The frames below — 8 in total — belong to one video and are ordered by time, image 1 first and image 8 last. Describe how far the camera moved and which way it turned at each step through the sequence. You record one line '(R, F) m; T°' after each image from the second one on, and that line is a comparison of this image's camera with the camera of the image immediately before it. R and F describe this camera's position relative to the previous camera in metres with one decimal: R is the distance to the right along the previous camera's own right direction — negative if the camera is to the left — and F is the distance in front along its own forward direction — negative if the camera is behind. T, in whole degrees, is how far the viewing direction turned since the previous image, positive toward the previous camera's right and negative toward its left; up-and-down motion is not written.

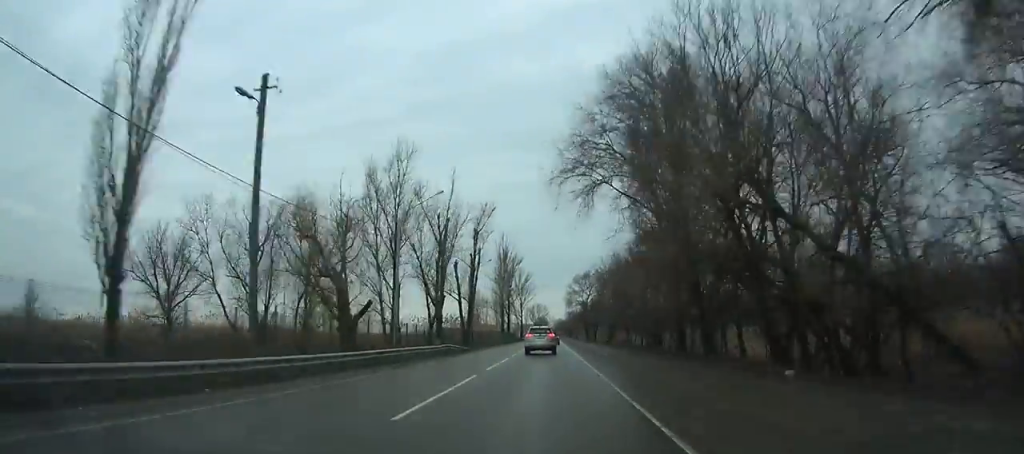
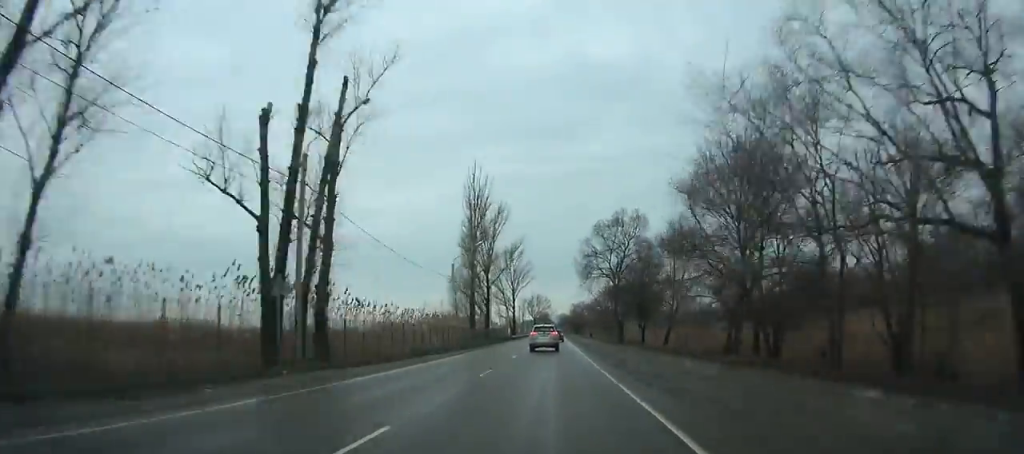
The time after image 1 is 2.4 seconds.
(+0.4, +51.0) m; 0°
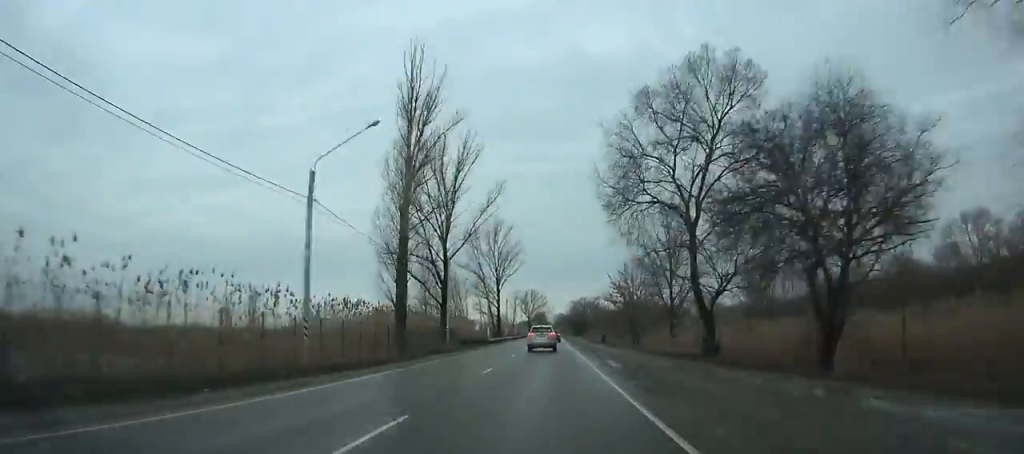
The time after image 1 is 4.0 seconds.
(-0.1, +34.9) m; 0°
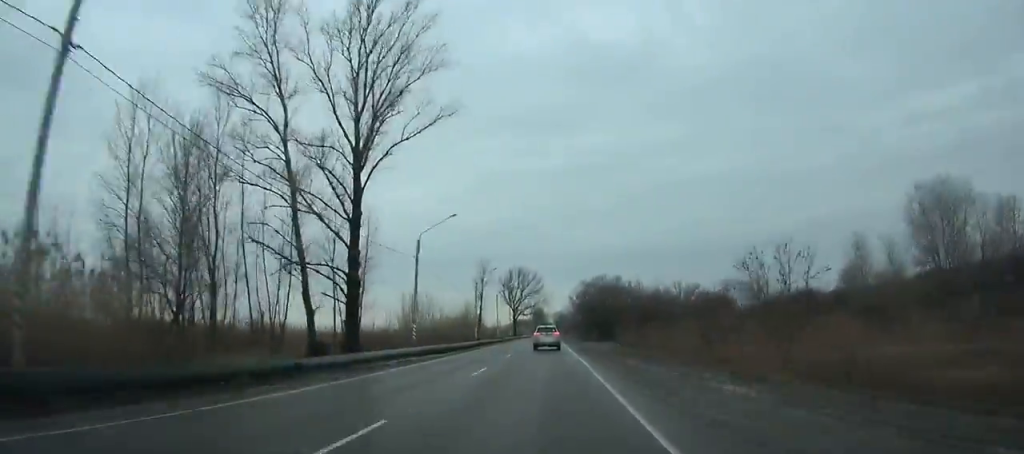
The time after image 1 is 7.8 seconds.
(-0.2, +84.3) m; 0°
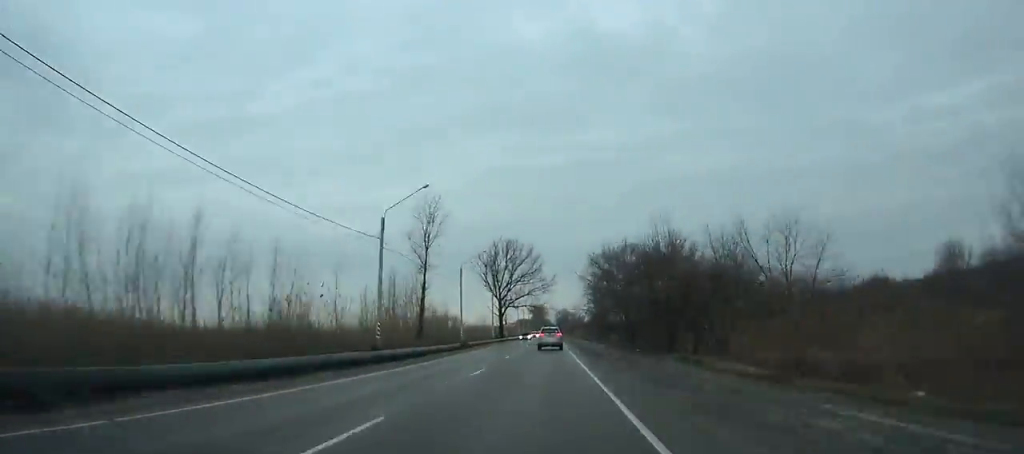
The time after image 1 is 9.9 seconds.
(-0.1, +48.1) m; 0°
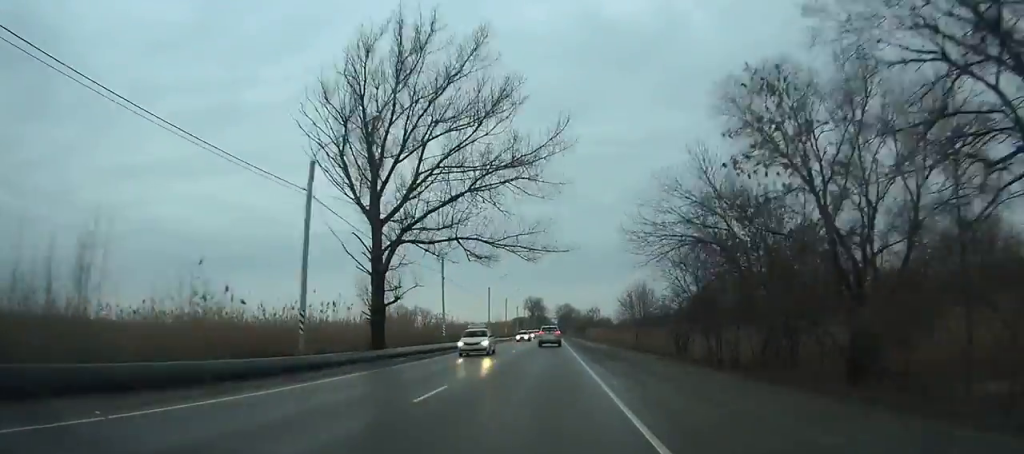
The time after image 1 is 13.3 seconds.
(-0.4, +79.9) m; 0°
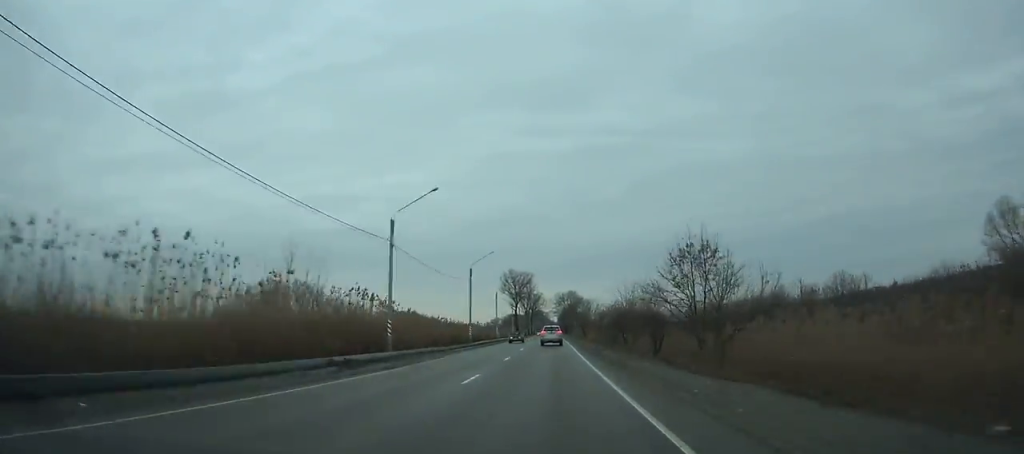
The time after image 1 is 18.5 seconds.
(+0.3, +126.5) m; 0°
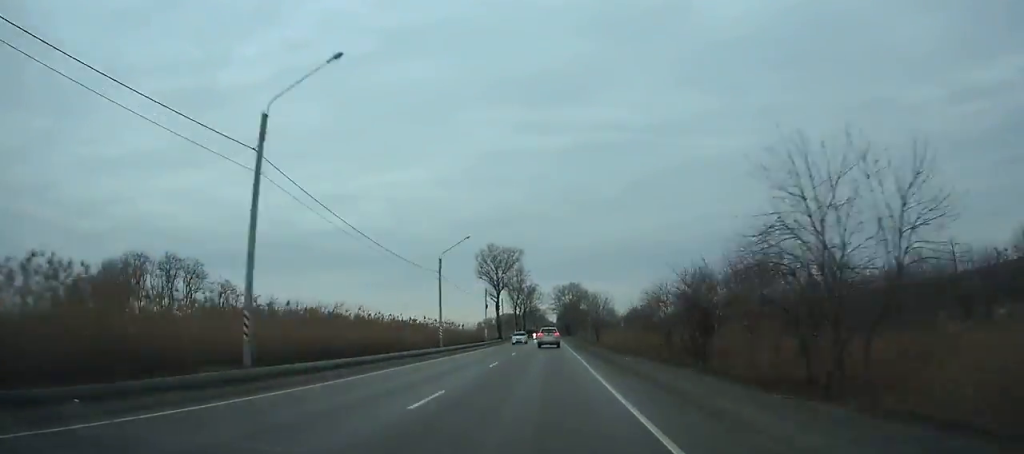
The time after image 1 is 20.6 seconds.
(+0.2, +52.1) m; 0°
